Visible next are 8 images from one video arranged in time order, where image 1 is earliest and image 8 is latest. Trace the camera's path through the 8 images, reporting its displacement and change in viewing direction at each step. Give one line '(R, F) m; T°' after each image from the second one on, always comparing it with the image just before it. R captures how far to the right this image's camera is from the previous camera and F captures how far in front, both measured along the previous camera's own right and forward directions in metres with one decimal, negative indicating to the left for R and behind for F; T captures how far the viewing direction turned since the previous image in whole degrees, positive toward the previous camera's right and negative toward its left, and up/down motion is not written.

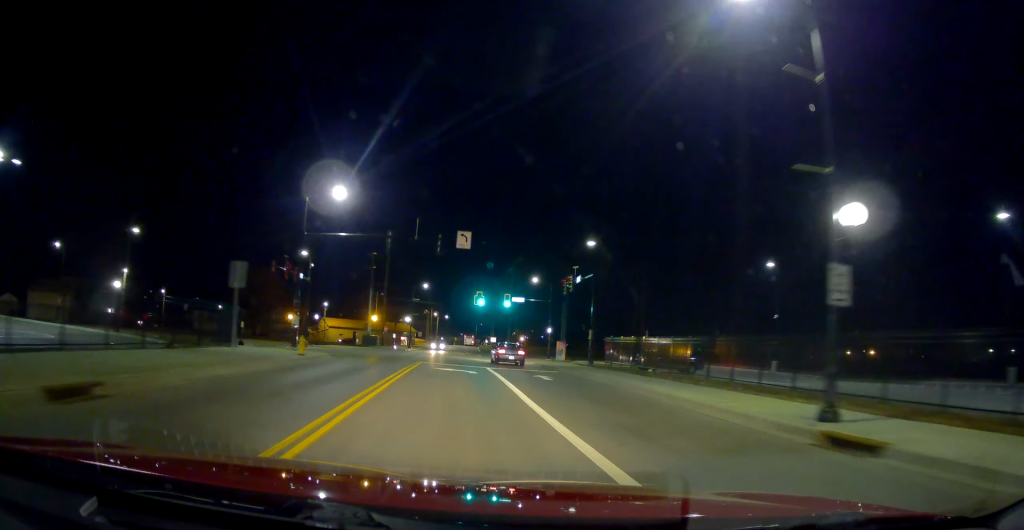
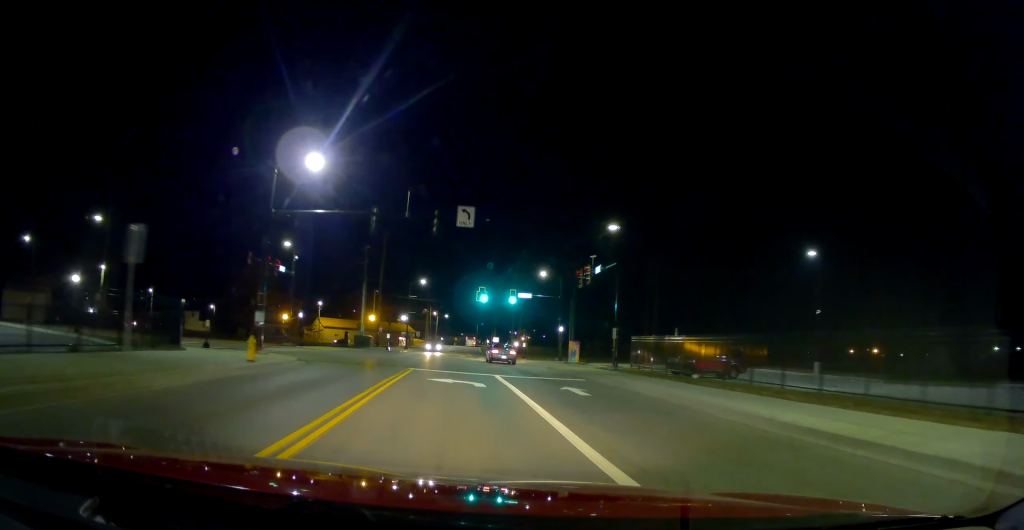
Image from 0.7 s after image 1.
(-0.4, +6.2) m; -1°
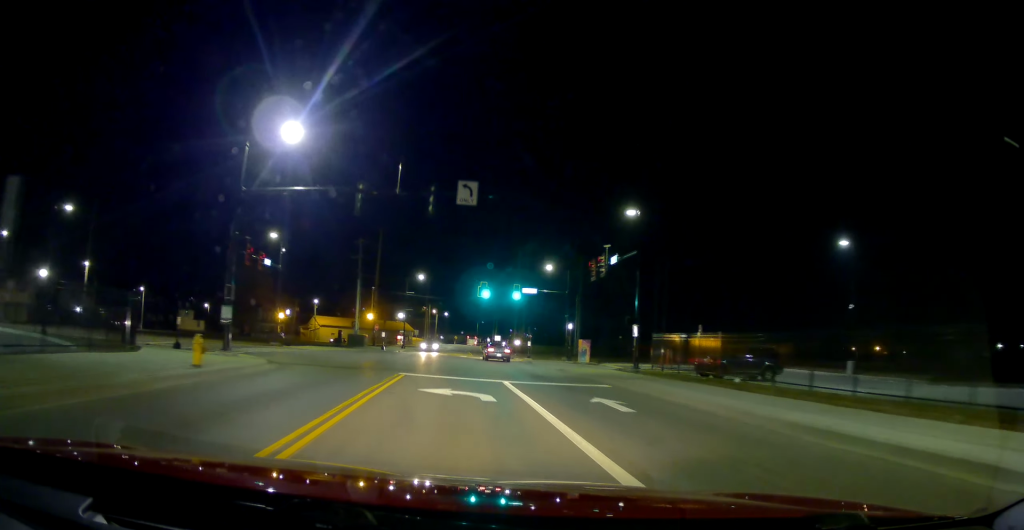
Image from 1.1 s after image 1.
(+0.2, +3.9) m; +4°
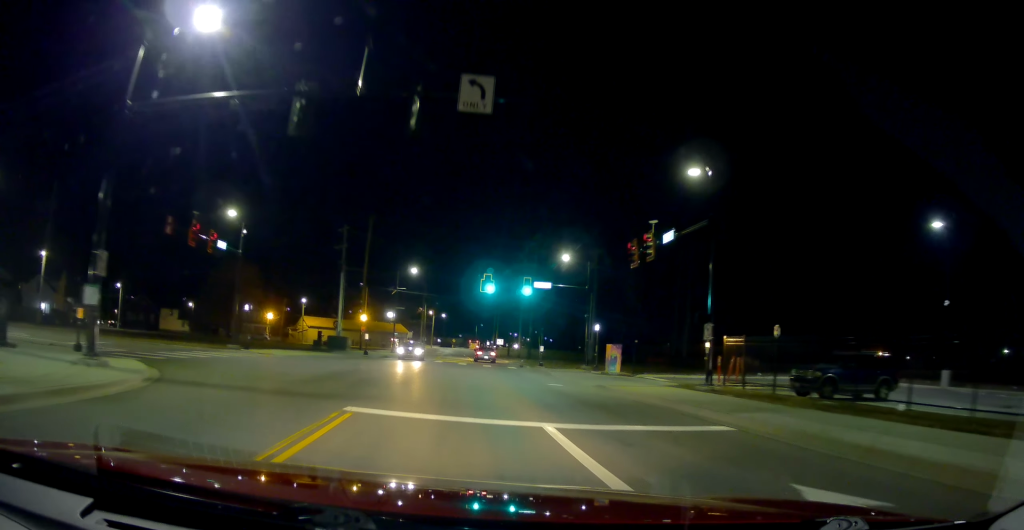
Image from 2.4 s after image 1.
(+0.8, +9.6) m; +2°
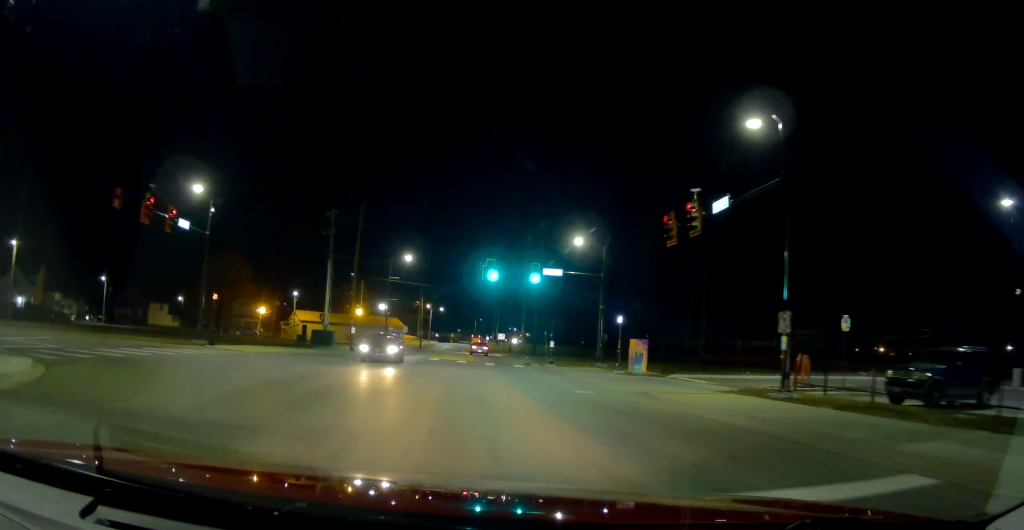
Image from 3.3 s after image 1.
(-0.4, +5.8) m; -1°
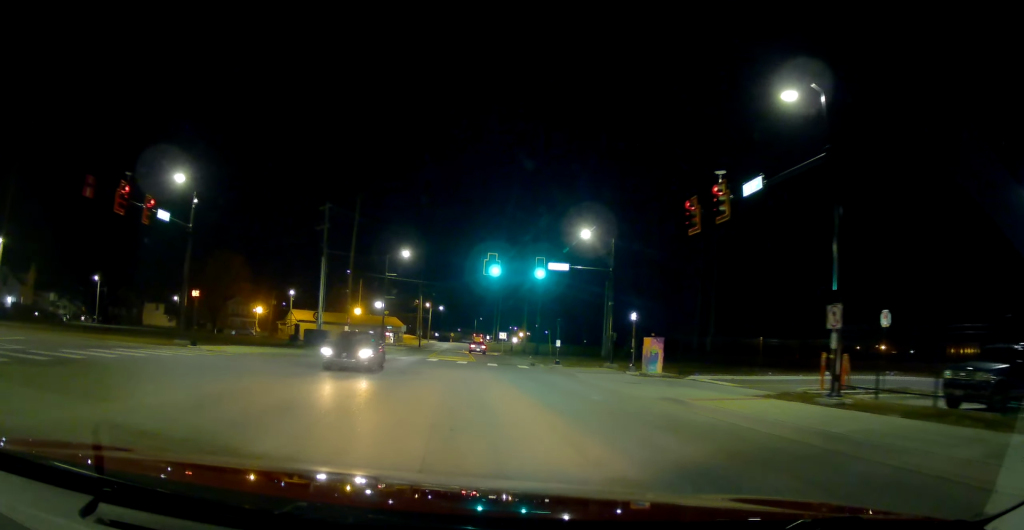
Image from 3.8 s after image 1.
(0.0, +2.8) m; -1°
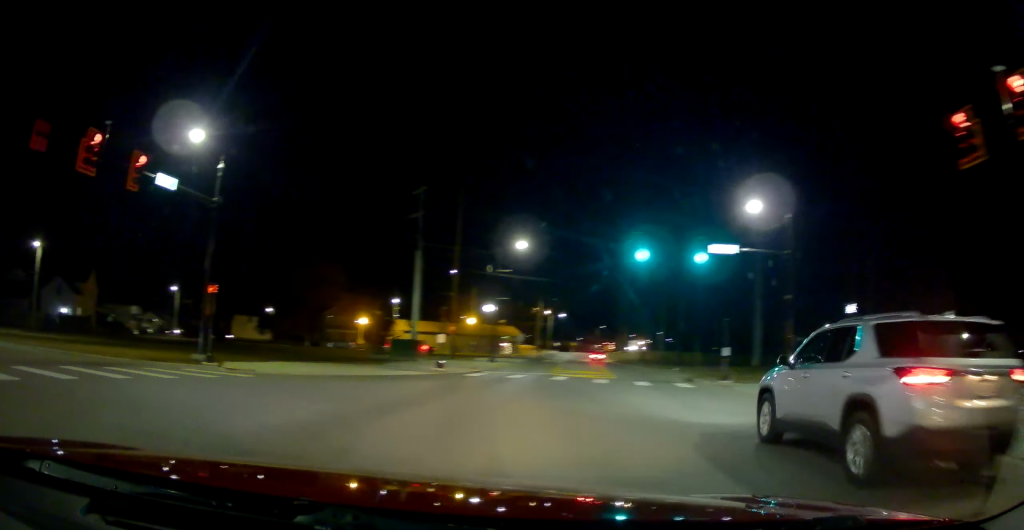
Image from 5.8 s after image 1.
(-1.3, +10.5) m; -20°
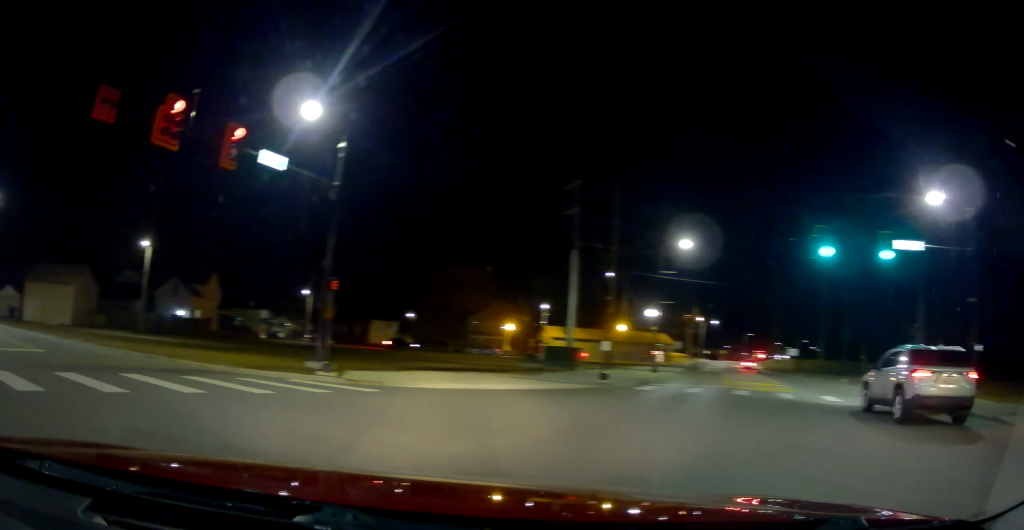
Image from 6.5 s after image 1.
(+0.4, +3.8) m; -14°
